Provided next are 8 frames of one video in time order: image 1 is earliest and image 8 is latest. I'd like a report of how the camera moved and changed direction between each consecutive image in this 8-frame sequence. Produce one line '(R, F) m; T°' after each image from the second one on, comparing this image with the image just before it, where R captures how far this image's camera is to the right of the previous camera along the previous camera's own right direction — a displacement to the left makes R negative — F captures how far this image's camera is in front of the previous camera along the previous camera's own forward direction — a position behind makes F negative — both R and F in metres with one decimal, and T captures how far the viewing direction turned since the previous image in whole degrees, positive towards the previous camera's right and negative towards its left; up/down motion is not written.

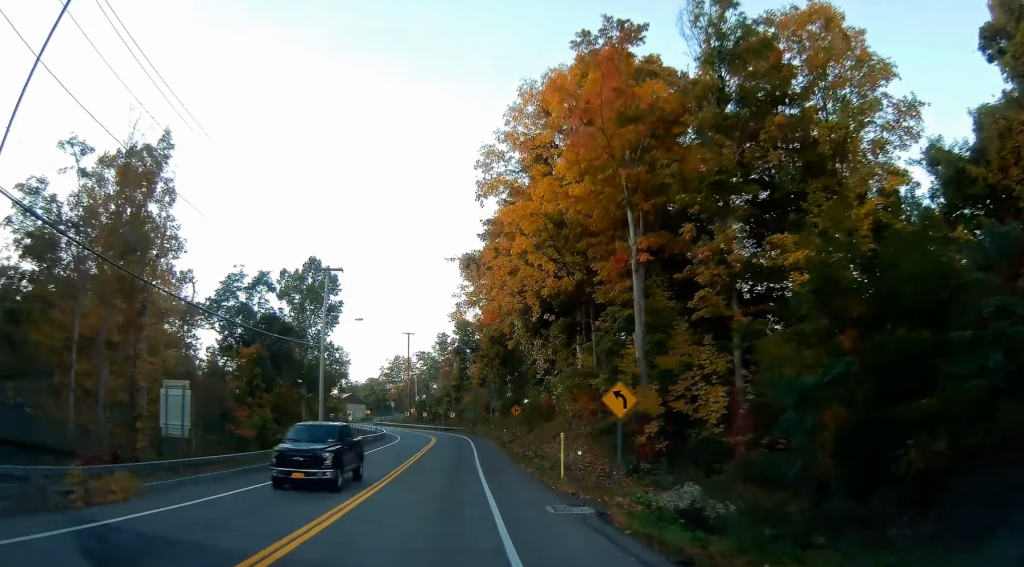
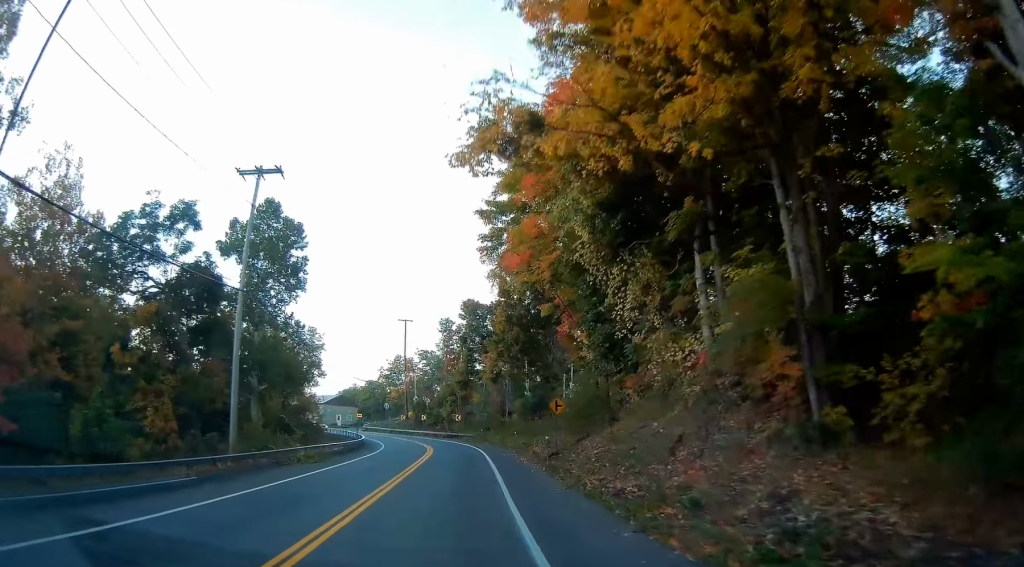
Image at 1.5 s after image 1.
(+0.1, +19.5) m; -1°
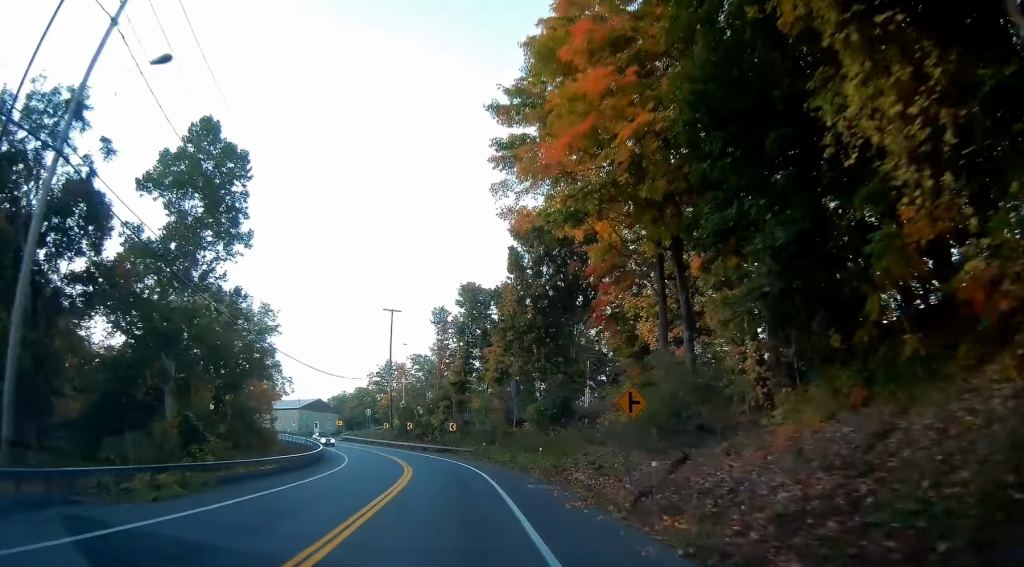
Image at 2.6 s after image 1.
(-0.4, +15.2) m; -1°
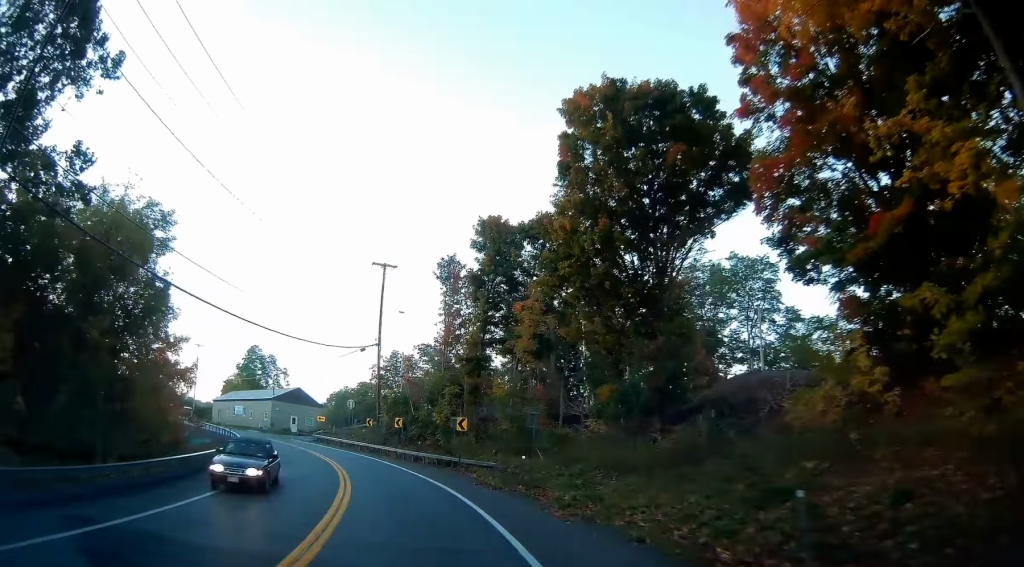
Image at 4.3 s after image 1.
(0.0, +21.5) m; 0°
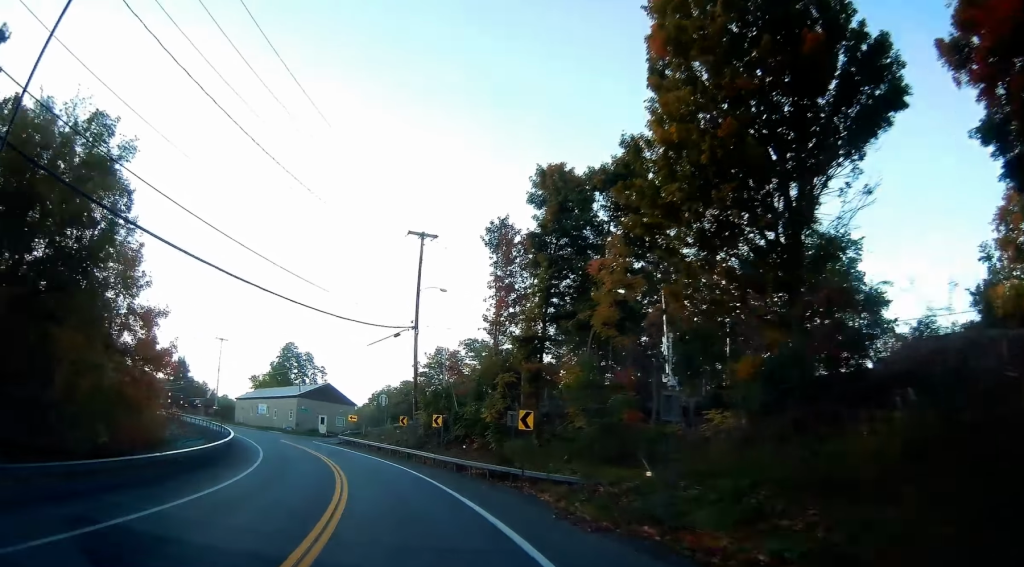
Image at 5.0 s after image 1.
(0.0, +9.3) m; 0°
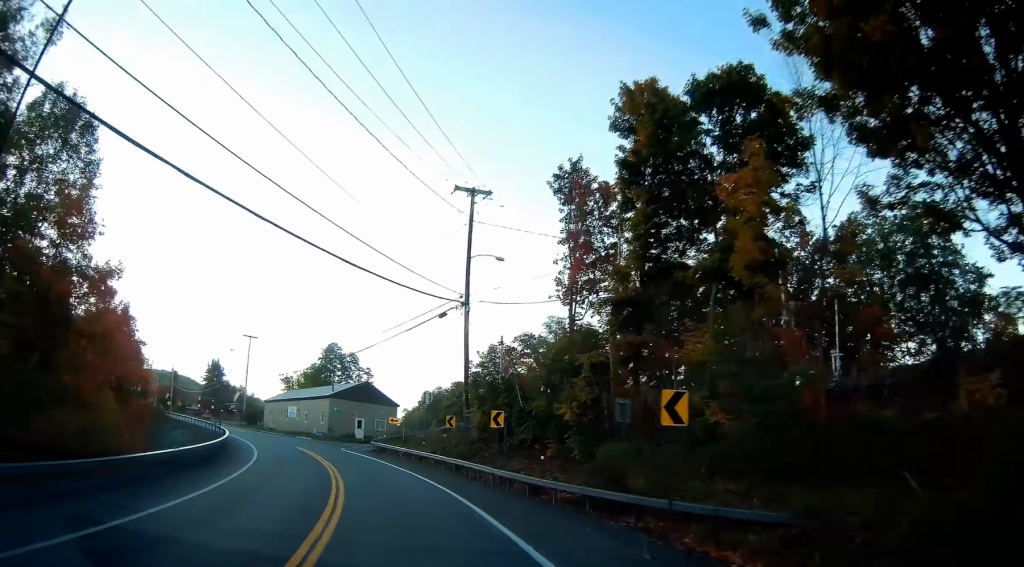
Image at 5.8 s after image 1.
(0.0, +9.7) m; -4°
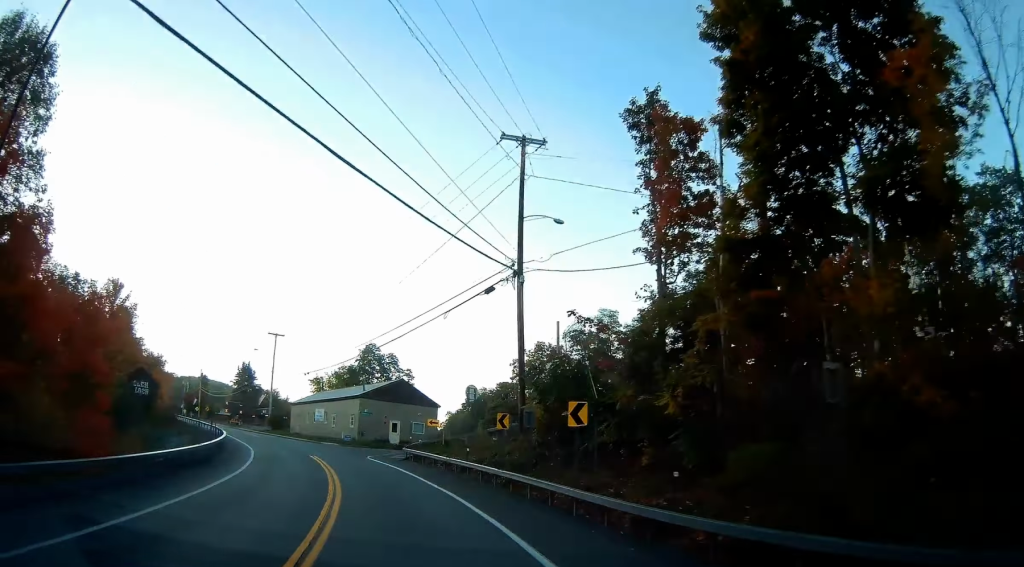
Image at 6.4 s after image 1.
(-0.1, +7.5) m; -4°
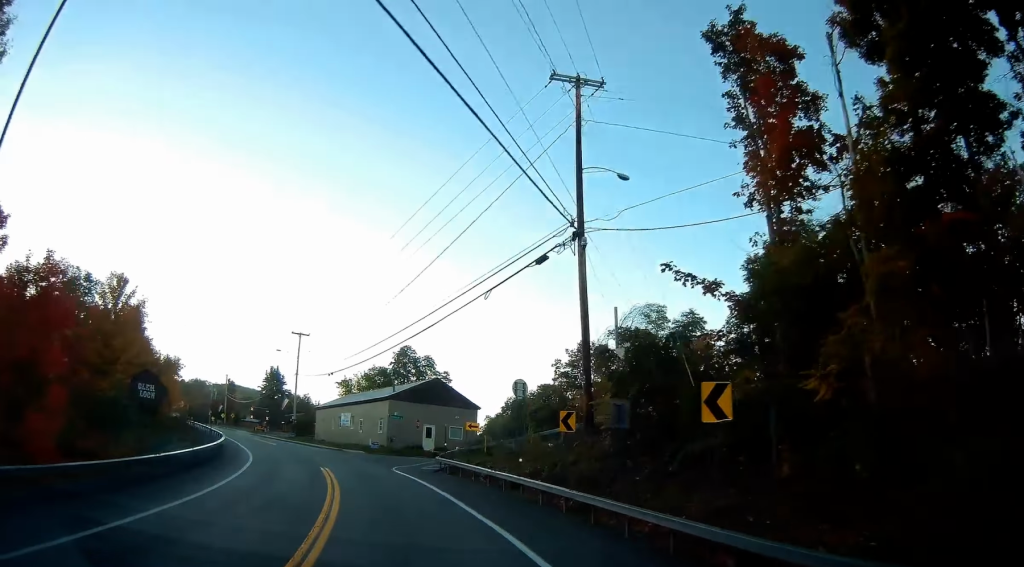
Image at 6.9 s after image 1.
(-0.4, +6.5) m; -5°
